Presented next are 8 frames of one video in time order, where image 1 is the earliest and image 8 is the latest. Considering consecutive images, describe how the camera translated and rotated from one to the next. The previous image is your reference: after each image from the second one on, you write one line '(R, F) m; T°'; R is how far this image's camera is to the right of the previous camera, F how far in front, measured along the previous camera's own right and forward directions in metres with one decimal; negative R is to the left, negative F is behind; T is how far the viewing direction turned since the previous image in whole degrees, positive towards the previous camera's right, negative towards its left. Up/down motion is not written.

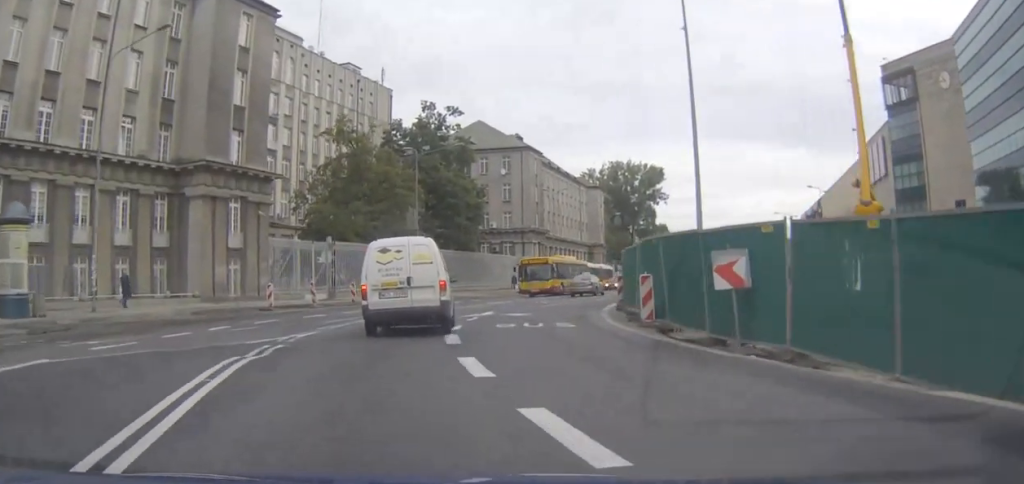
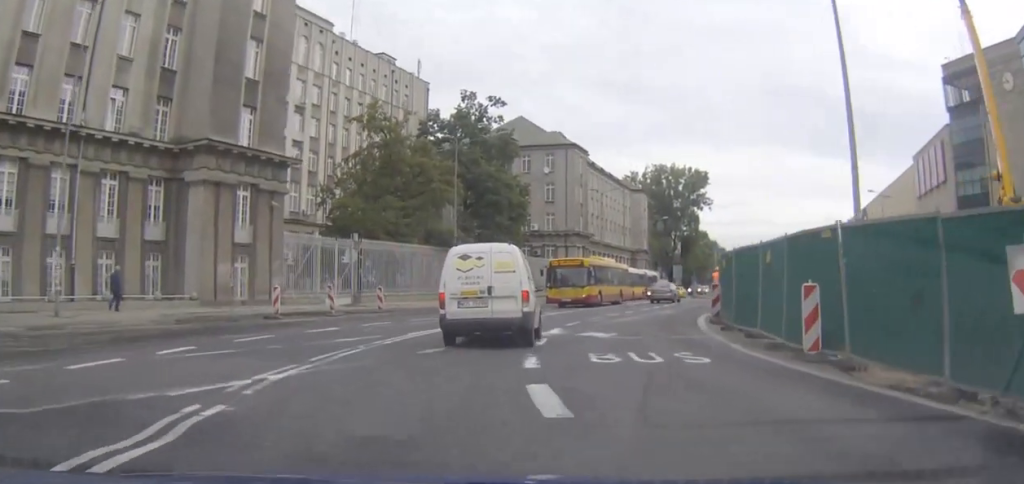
(-0.3, +6.2) m; -1°
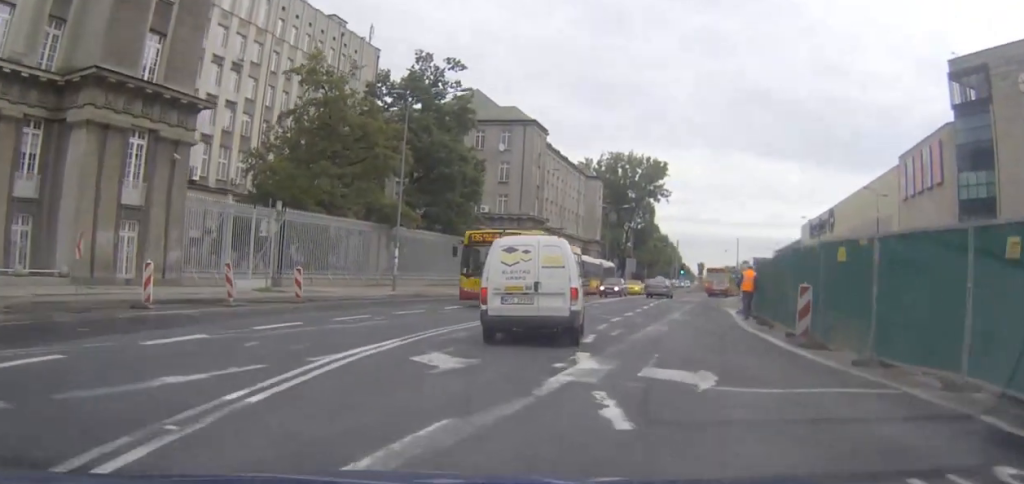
(+0.2, +8.6) m; +5°
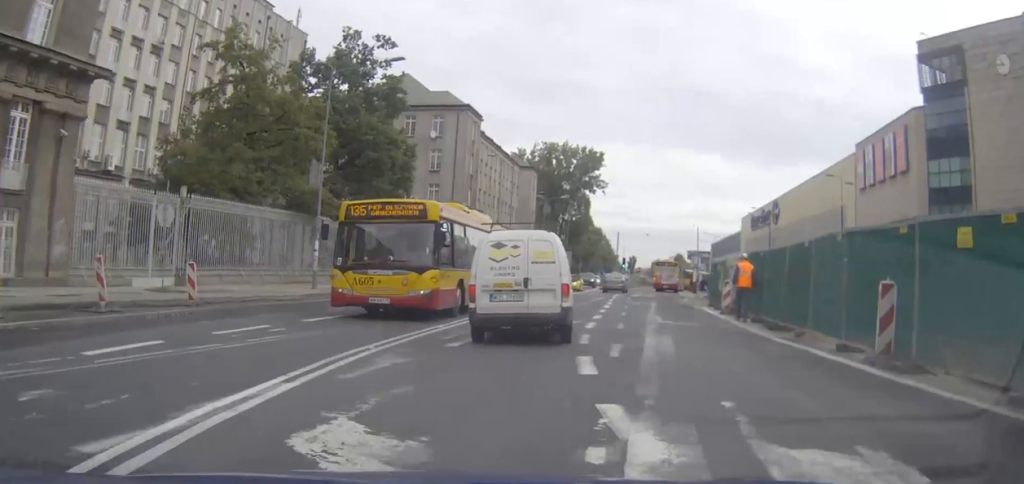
(+0.2, +5.1) m; +4°
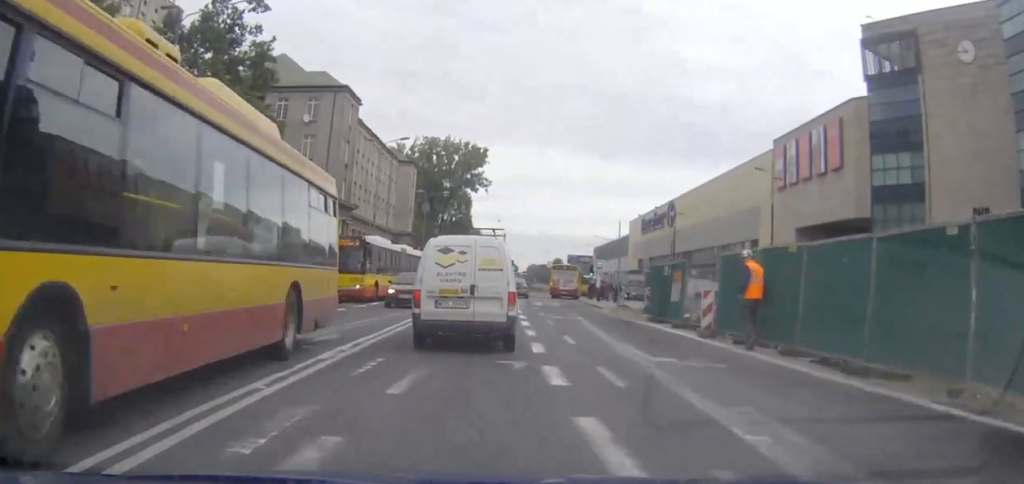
(+0.4, +8.3) m; +7°
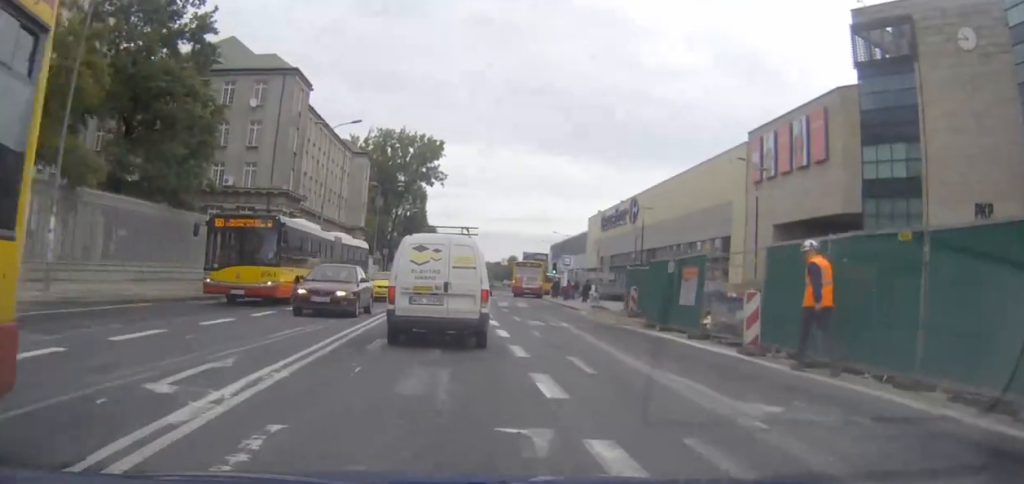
(+0.4, +5.0) m; +3°
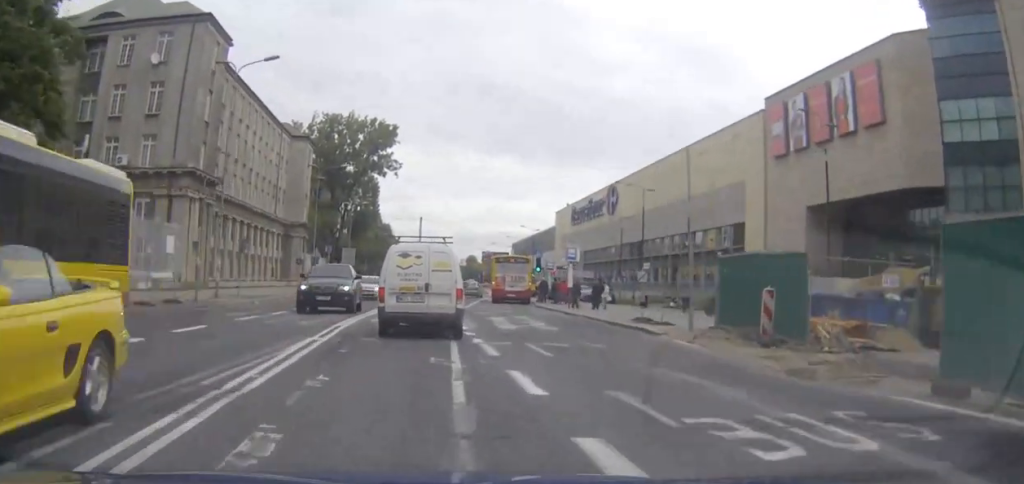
(+0.8, +16.2) m; +4°
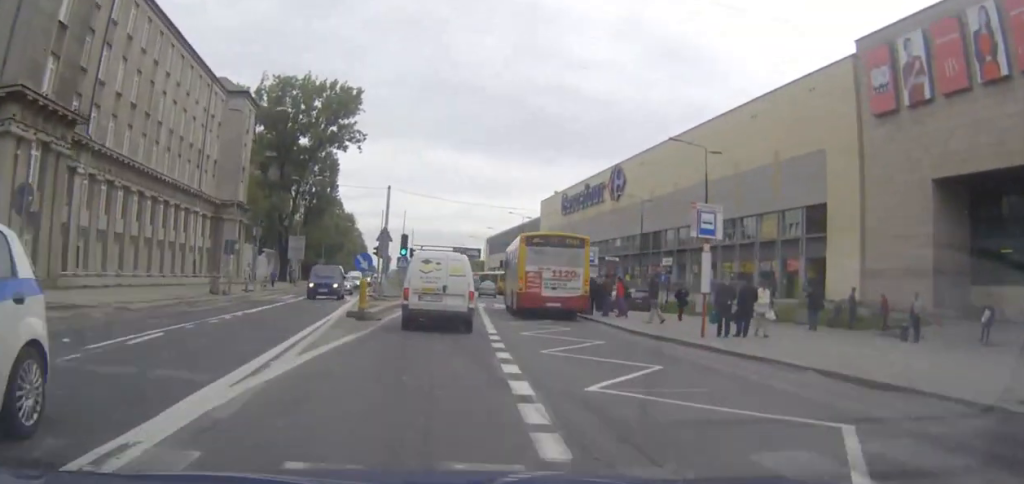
(+0.2, +20.8) m; +3°
